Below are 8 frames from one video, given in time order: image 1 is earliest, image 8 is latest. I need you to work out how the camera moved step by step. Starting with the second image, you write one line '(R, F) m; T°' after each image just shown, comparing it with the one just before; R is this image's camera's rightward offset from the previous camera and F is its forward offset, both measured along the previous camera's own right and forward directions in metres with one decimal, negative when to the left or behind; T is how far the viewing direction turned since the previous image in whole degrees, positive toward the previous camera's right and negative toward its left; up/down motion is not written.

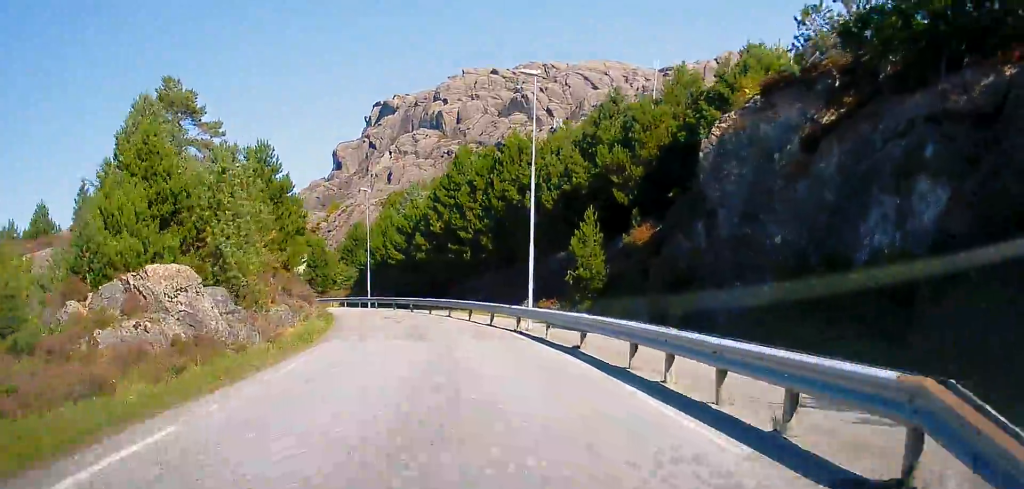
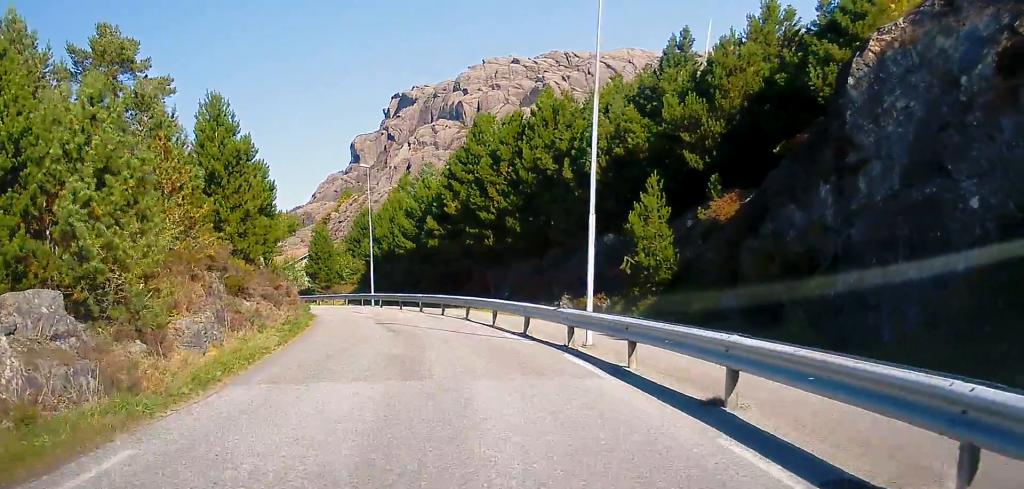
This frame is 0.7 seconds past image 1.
(-0.1, +8.5) m; -1°
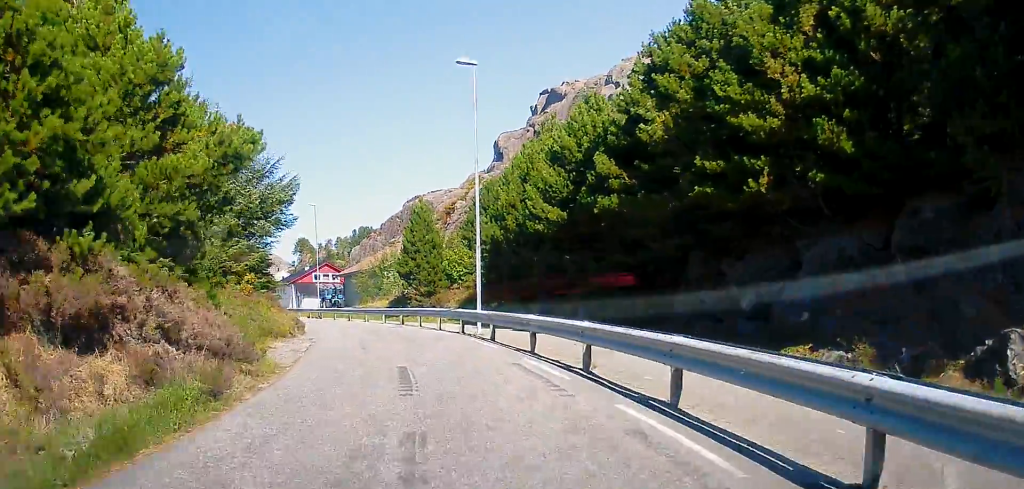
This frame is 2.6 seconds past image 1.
(-1.1, +22.3) m; -8°
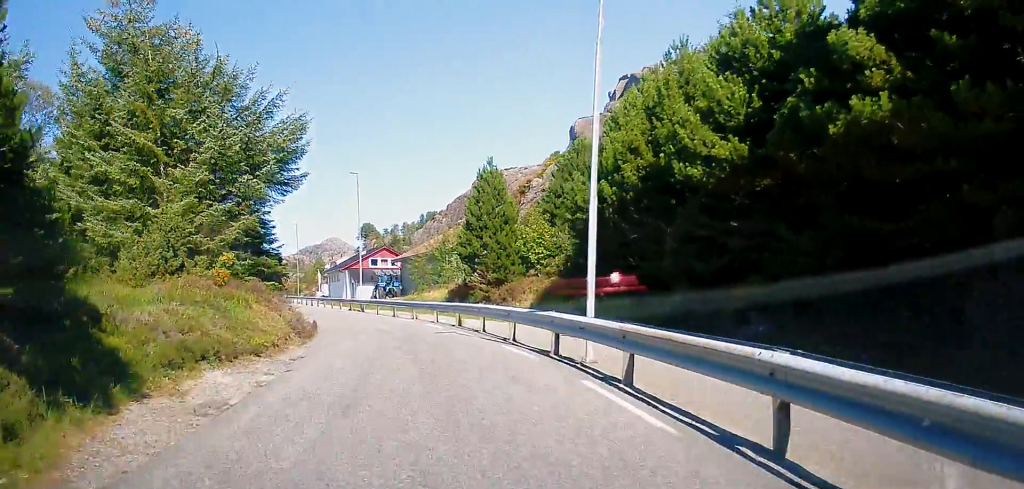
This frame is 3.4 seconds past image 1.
(-0.6, +10.5) m; -5°
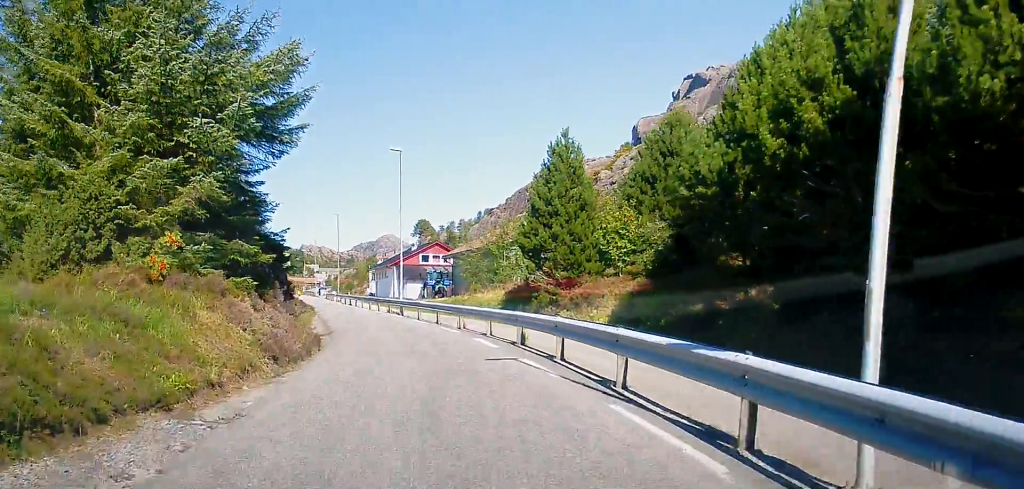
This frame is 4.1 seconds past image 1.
(-0.3, +7.6) m; -3°
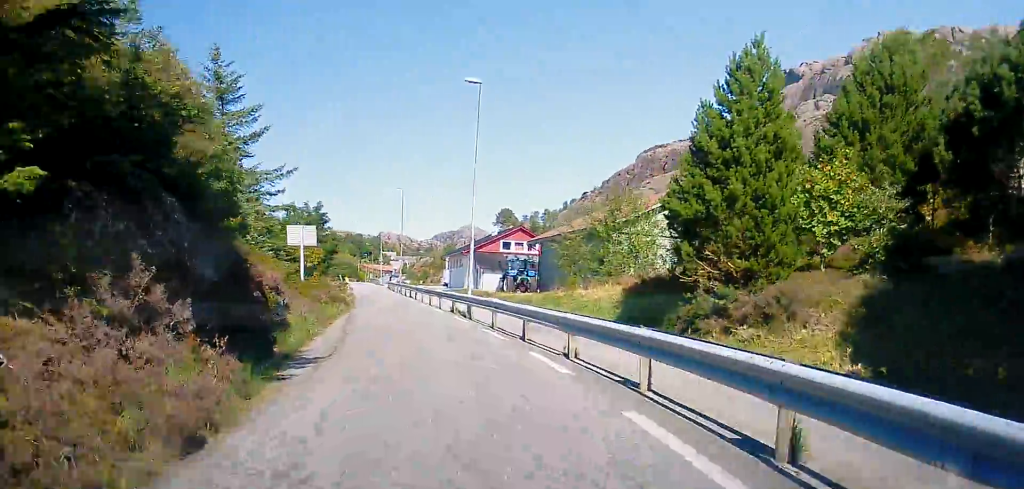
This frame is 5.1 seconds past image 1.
(-0.3, +13.1) m; -6°
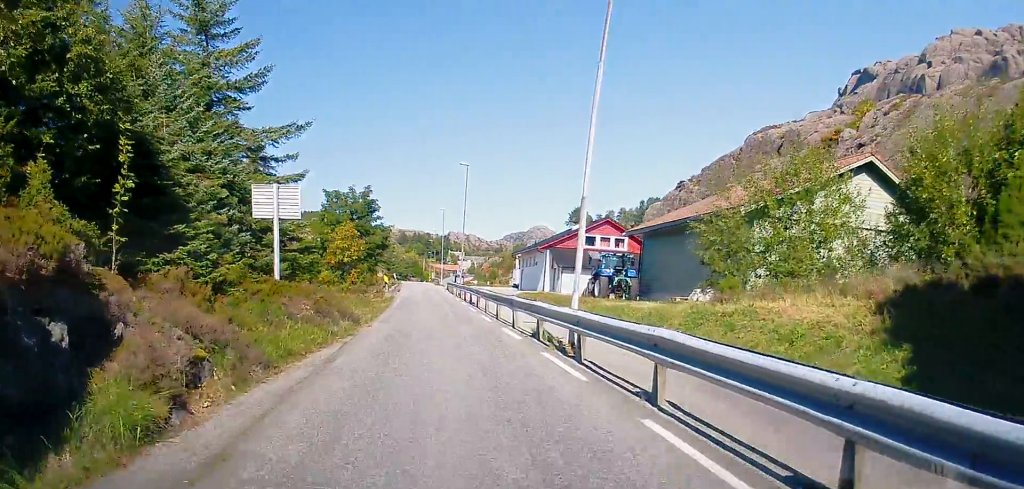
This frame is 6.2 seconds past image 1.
(-1.4, +15.7) m; -8°
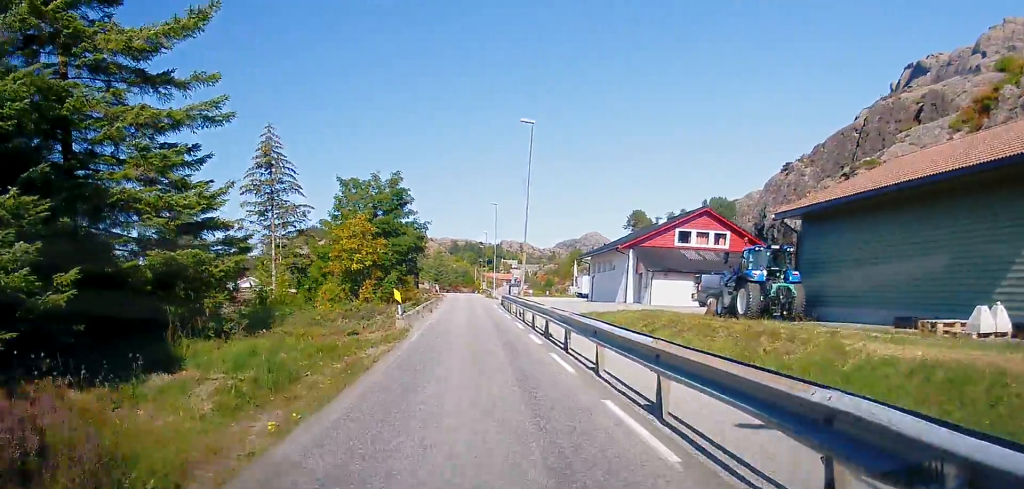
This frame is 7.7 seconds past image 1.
(-0.9, +21.8) m; -3°
